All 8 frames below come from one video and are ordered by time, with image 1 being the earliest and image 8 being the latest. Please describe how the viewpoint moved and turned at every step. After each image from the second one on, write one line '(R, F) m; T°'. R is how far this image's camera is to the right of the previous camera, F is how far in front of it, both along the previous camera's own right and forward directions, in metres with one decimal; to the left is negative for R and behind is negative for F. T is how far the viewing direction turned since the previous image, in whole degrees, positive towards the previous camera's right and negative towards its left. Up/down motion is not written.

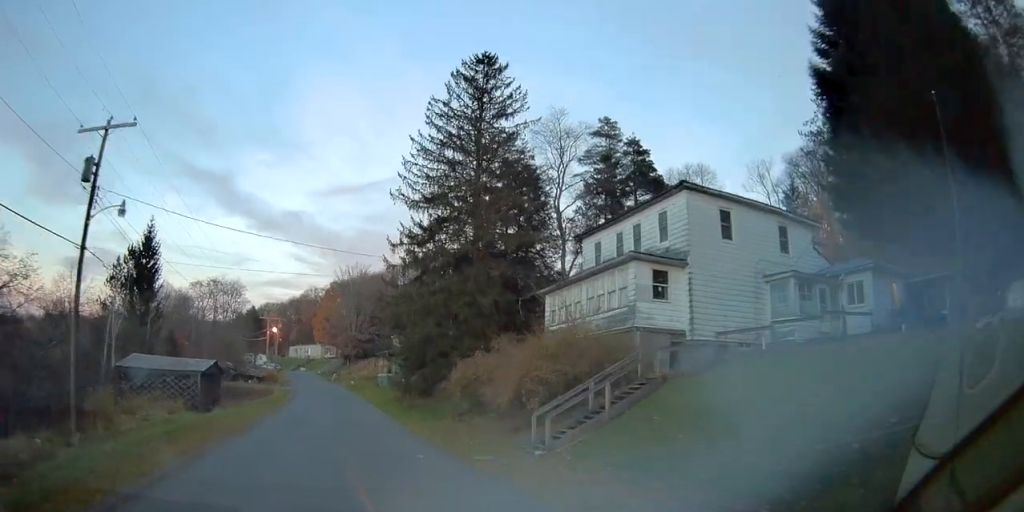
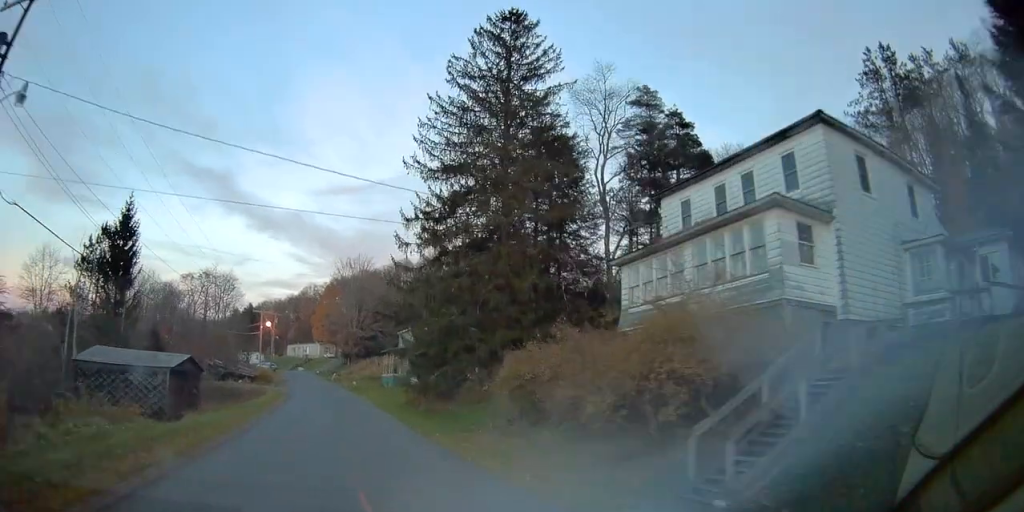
(0.0, +7.3) m; 0°
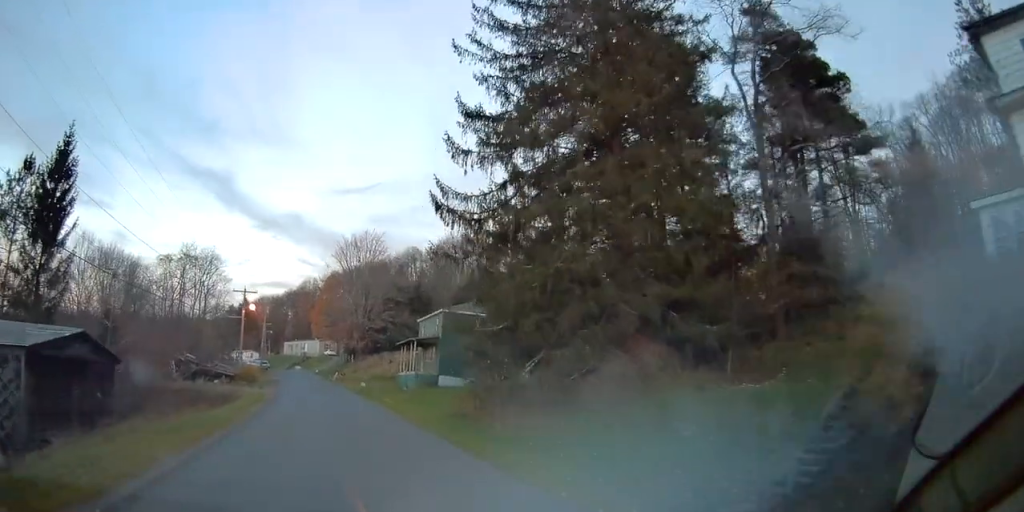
(0.0, +15.1) m; 0°
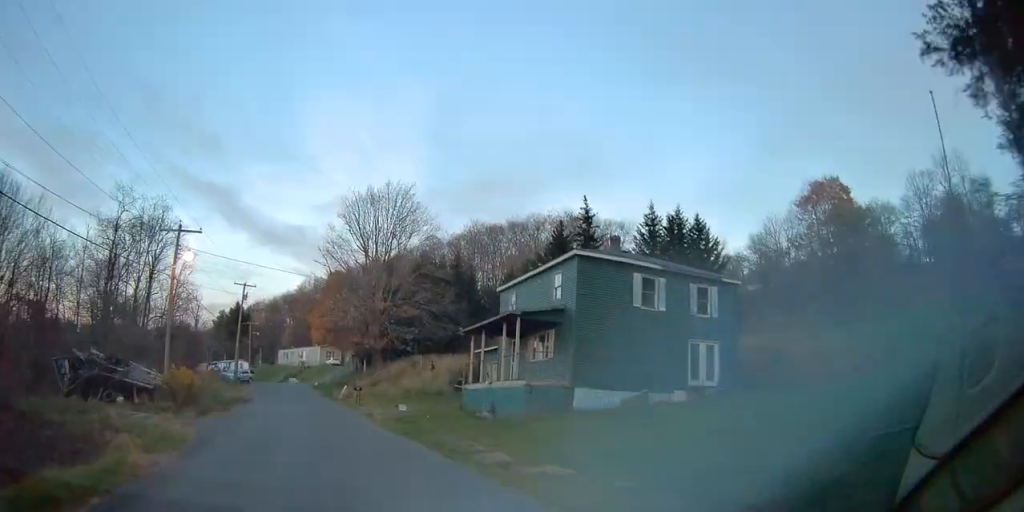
(+0.2, +25.5) m; 0°
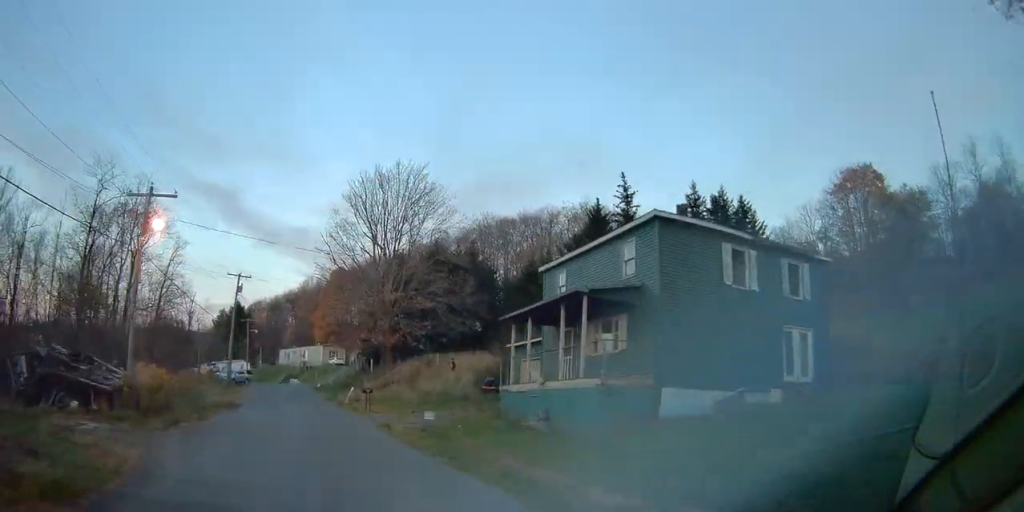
(0.0, +5.9) m; 0°
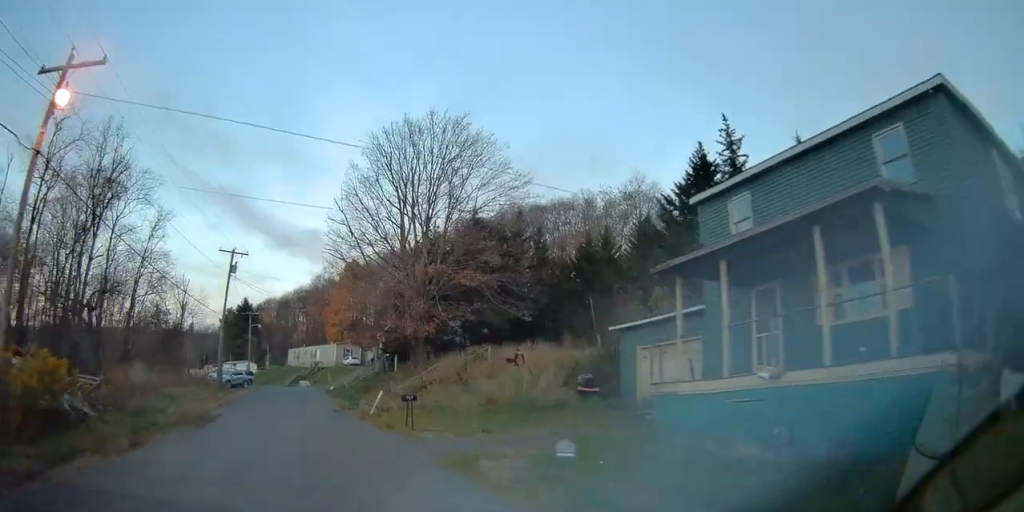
(-0.1, +10.8) m; -1°
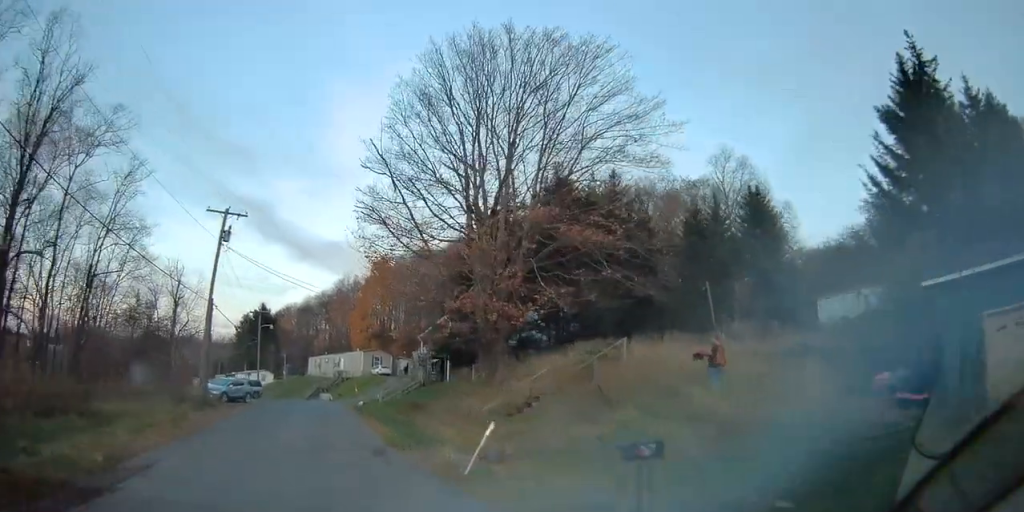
(-0.2, +13.2) m; -2°
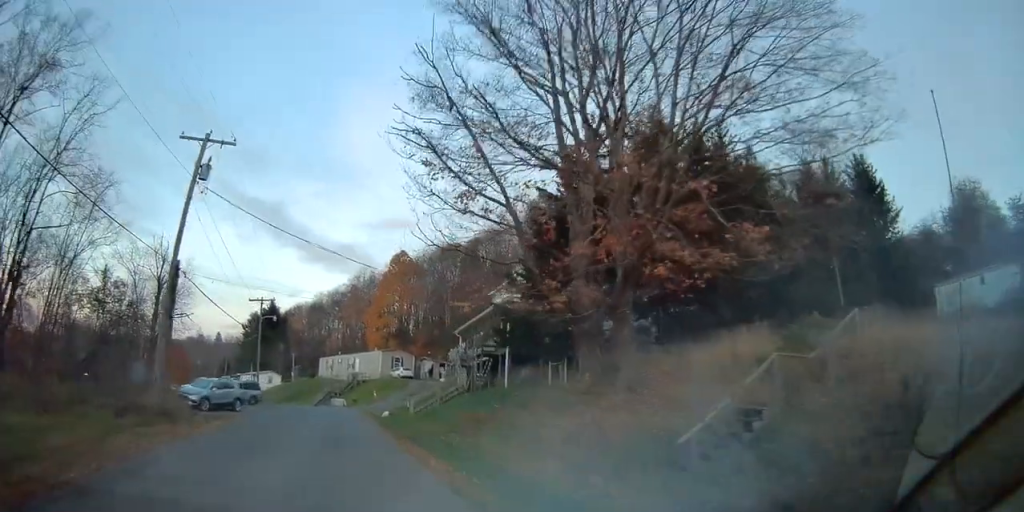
(-0.2, +10.2) m; -1°
